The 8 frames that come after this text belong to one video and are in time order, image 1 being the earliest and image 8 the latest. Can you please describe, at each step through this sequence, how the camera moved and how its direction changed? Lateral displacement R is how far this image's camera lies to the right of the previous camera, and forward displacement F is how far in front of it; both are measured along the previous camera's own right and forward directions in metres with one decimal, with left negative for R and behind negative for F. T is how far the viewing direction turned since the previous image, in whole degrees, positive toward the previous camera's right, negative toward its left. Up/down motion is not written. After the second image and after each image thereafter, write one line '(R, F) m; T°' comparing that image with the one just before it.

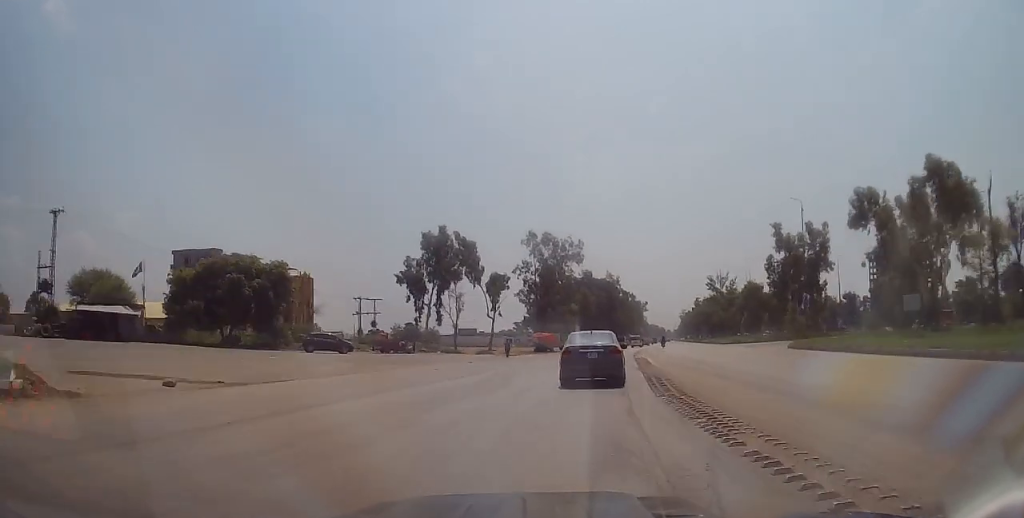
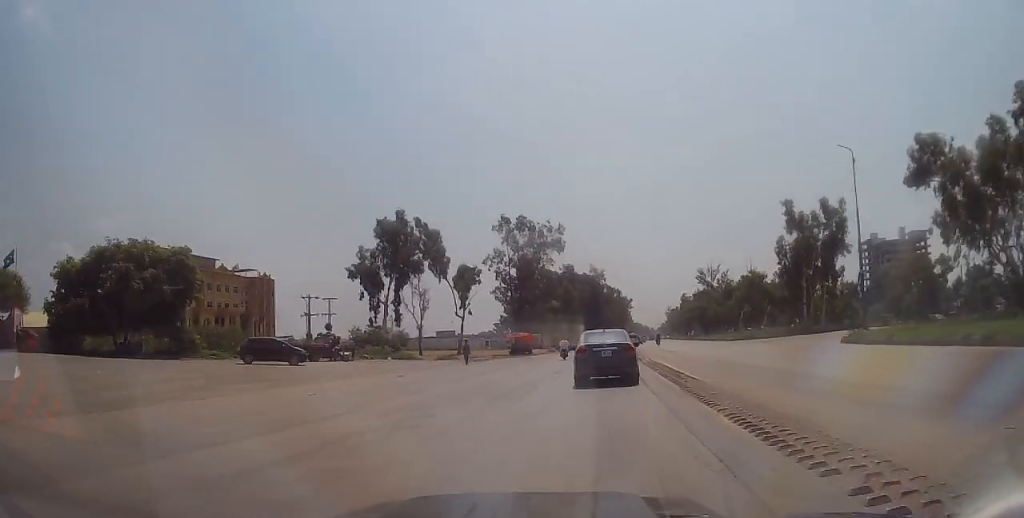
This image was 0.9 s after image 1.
(+0.5, +12.7) m; +2°
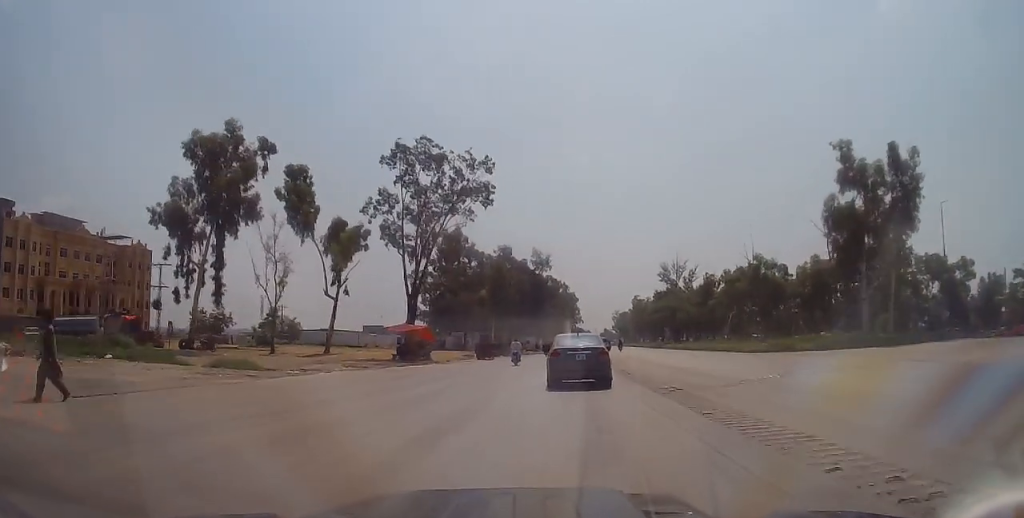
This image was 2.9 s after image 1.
(+0.8, +29.7) m; +5°
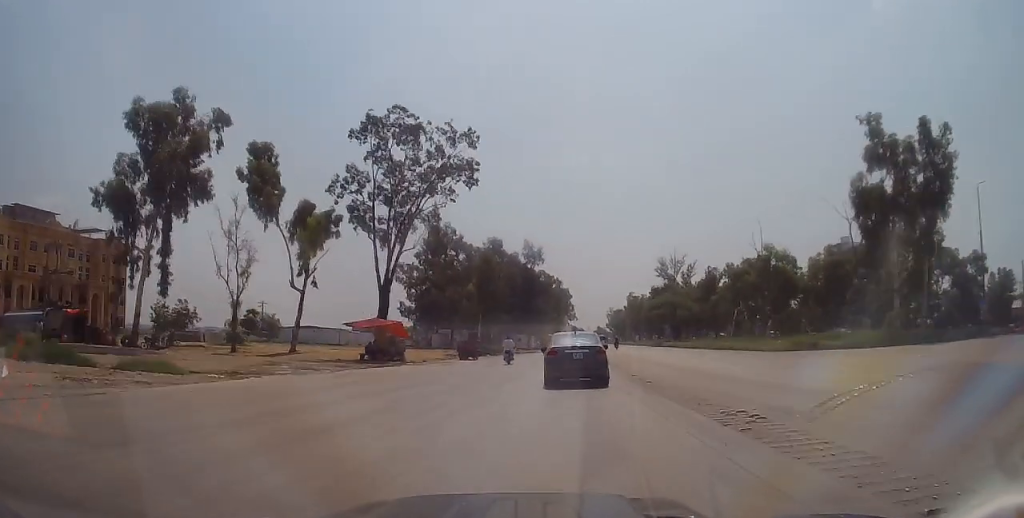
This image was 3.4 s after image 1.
(+0.1, +6.3) m; +1°
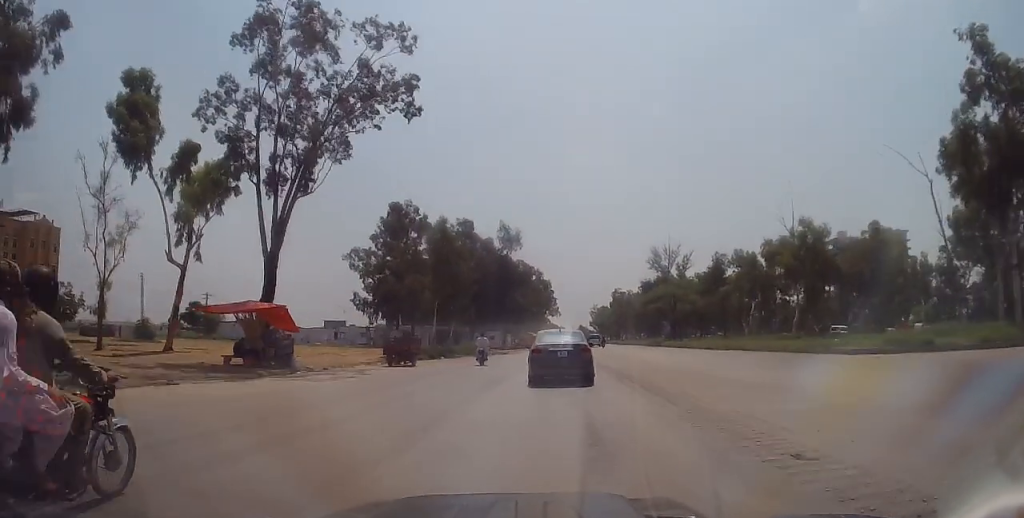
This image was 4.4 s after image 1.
(+0.3, +15.4) m; +1°
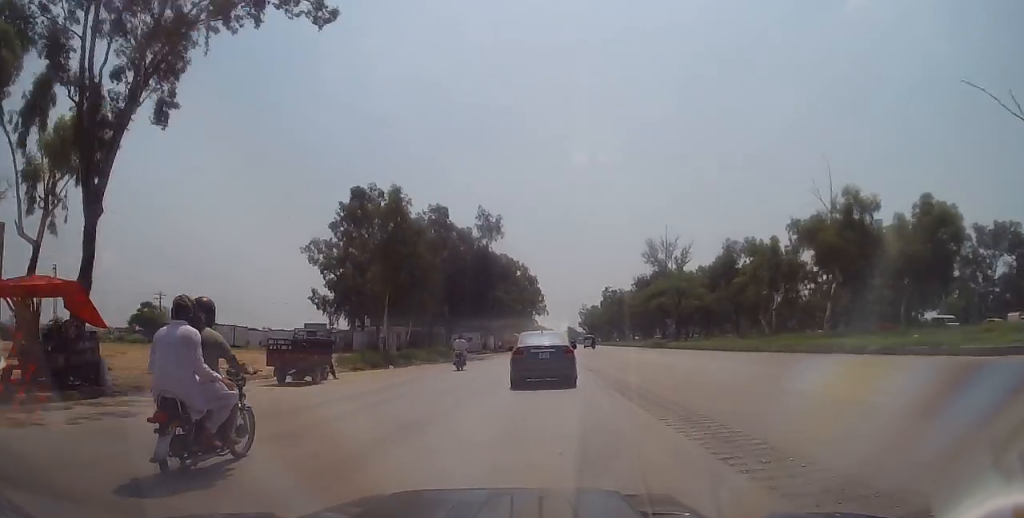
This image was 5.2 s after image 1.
(0.0, +11.4) m; +1°
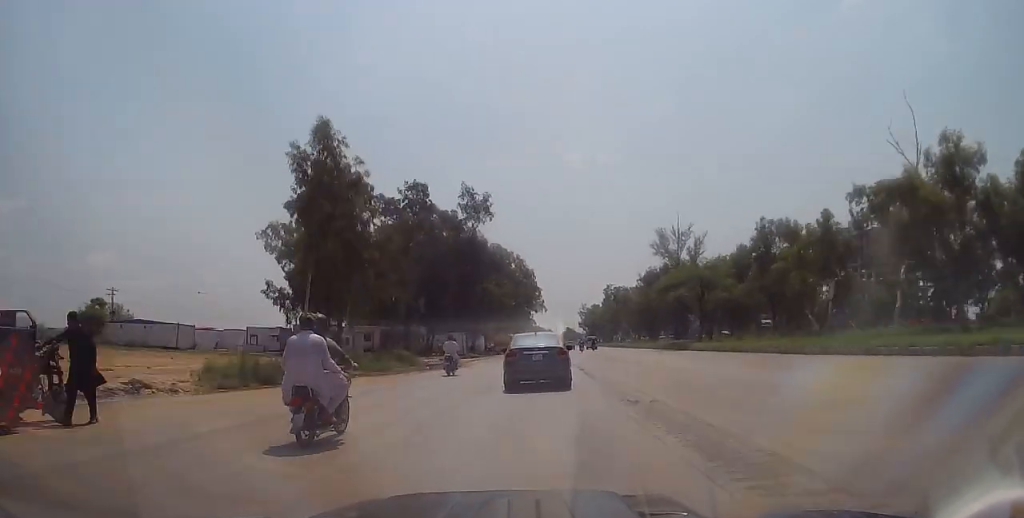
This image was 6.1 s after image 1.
(+0.2, +12.6) m; 0°
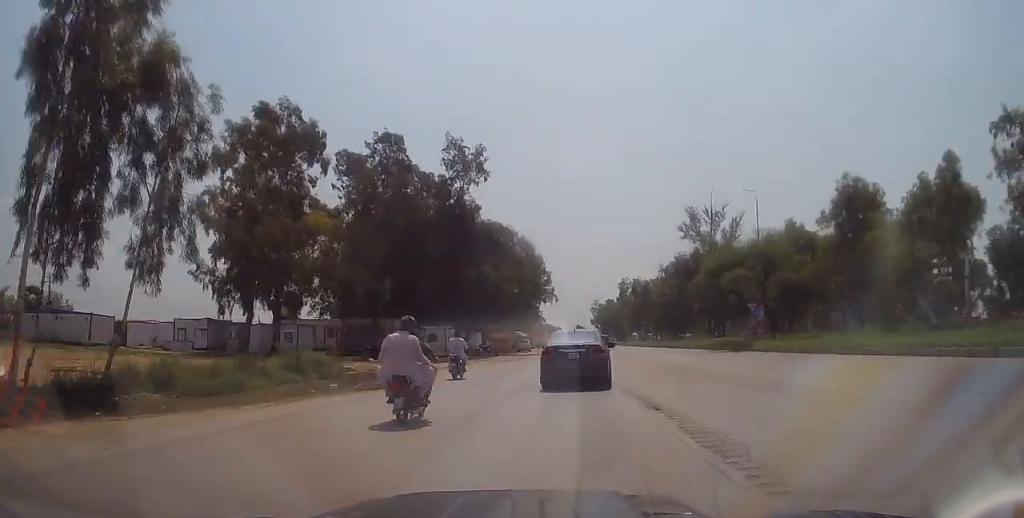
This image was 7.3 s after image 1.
(-0.3, +15.9) m; -1°
